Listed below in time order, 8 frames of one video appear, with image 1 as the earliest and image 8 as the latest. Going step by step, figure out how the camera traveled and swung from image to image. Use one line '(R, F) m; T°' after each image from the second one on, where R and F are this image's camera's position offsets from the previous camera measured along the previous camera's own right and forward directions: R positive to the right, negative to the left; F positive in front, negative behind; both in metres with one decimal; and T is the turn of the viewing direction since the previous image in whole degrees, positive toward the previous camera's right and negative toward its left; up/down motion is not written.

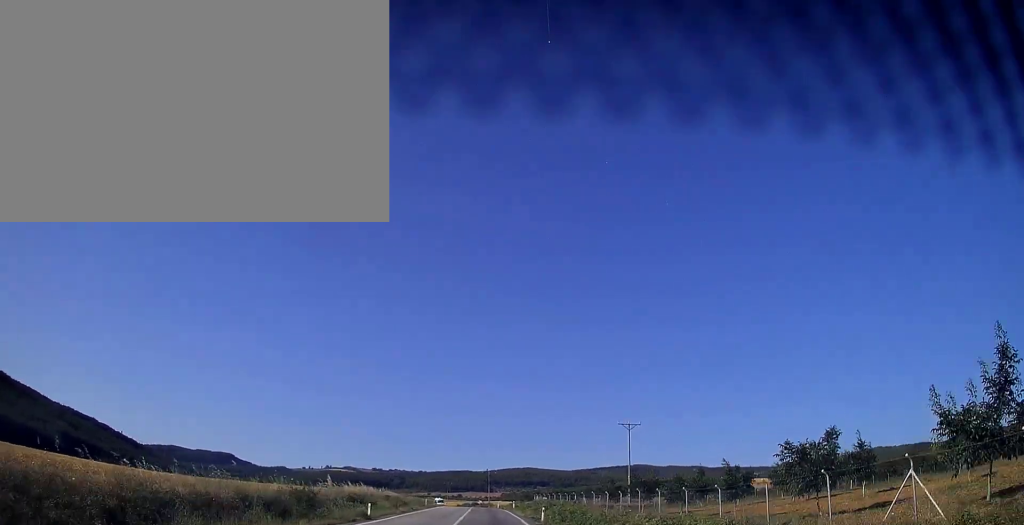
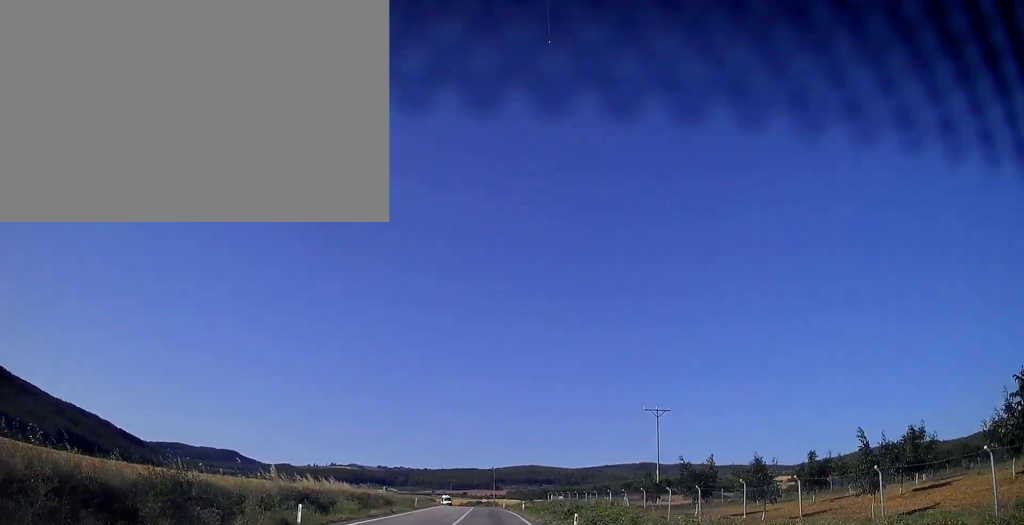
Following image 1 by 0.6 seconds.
(-0.2, +12.0) m; -1°
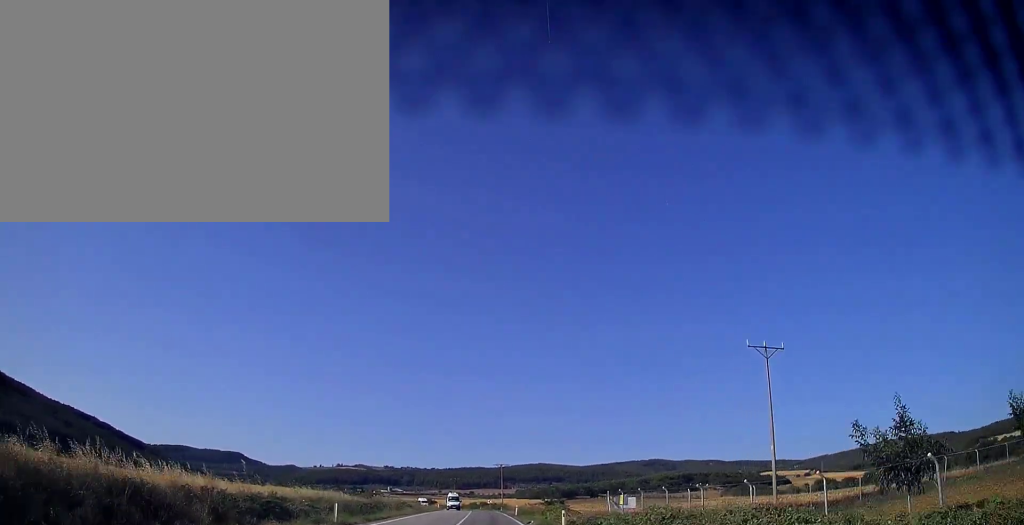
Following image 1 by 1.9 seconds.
(-0.3, +26.7) m; -1°
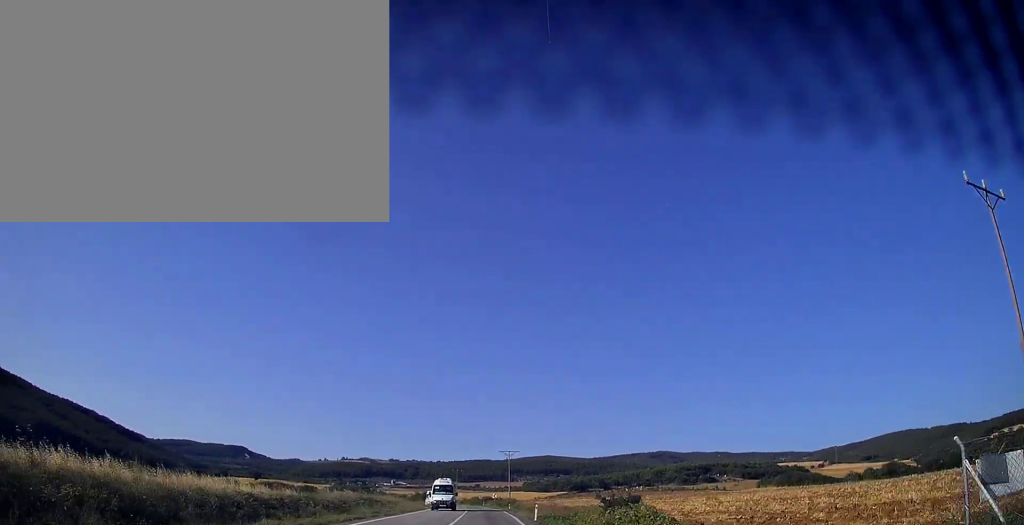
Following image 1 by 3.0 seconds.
(-0.2, +21.5) m; -1°
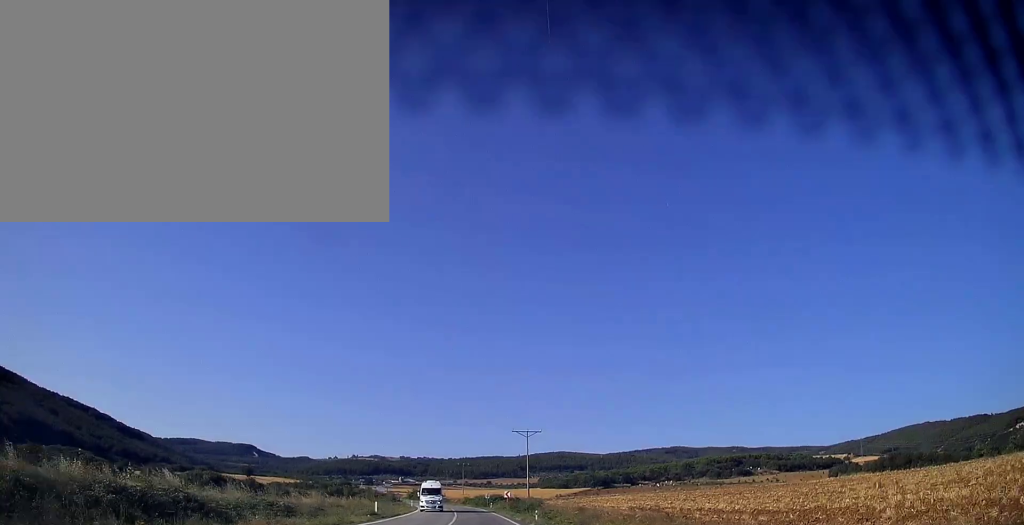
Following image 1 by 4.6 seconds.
(-0.2, +32.0) m; -1°
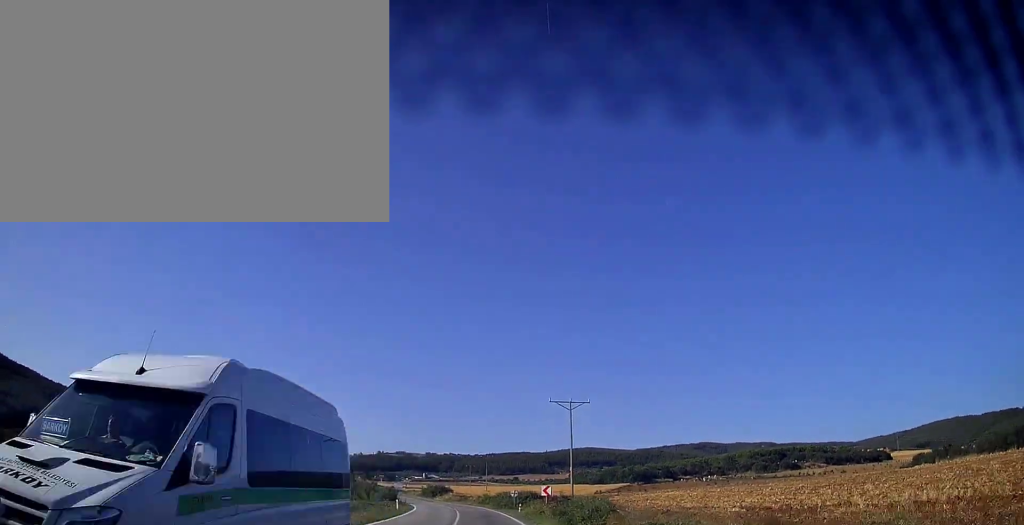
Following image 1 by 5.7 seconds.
(-0.2, +23.6) m; -2°
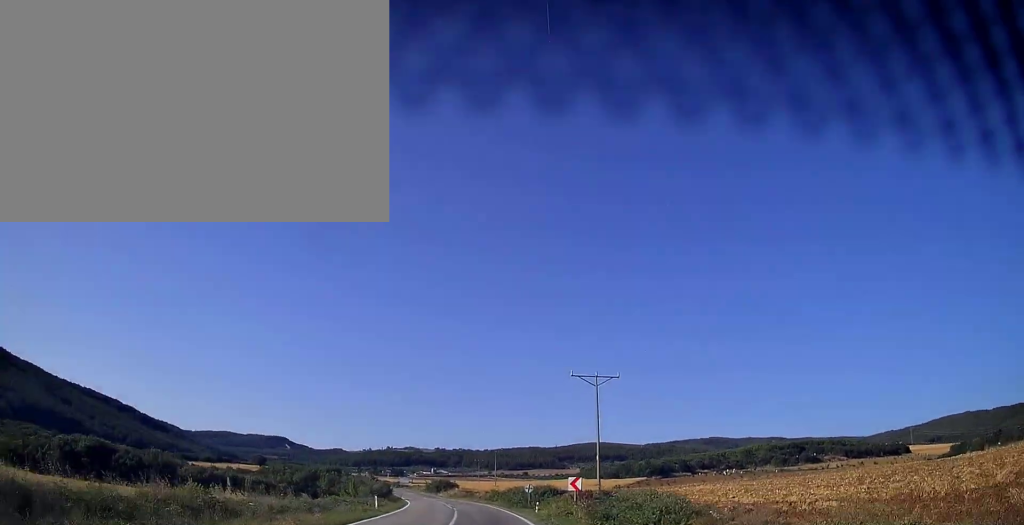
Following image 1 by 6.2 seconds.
(-0.2, +10.4) m; -1°
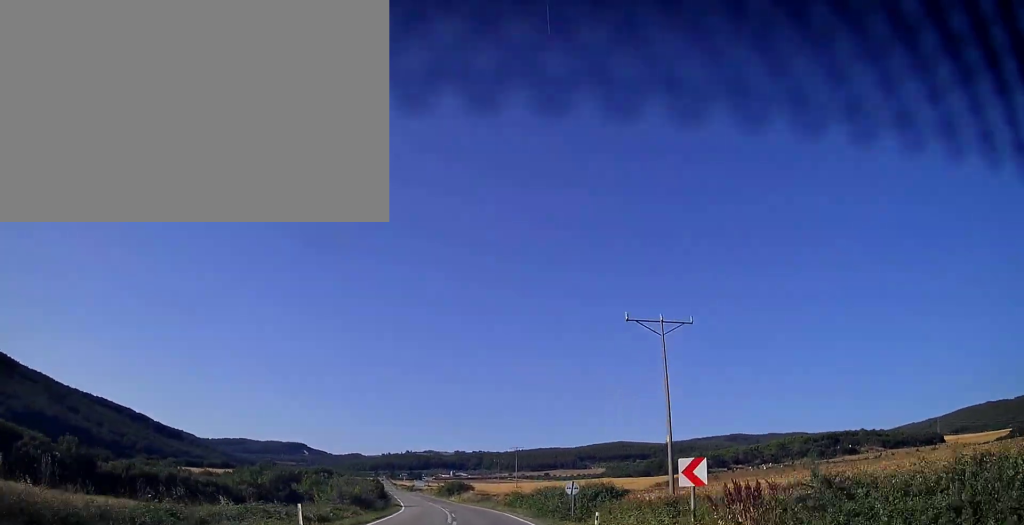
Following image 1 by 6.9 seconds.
(-0.3, +15.3) m; -2°
